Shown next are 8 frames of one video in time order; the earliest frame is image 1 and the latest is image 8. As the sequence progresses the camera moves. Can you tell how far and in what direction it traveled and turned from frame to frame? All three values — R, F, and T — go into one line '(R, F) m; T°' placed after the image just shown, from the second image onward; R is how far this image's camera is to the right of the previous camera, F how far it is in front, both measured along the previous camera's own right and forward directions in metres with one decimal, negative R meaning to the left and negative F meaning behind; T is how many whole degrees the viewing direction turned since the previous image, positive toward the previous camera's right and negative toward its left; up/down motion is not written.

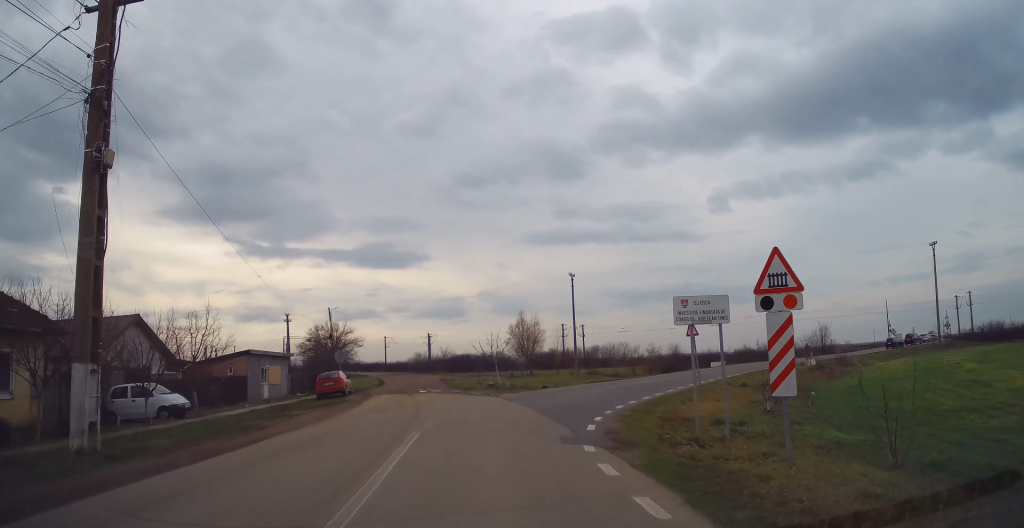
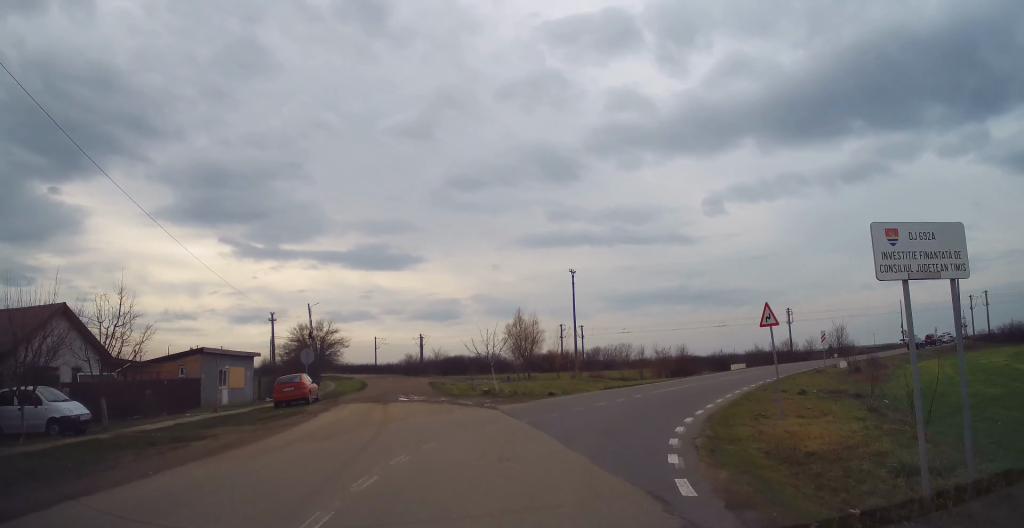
(0.0, +7.3) m; +2°
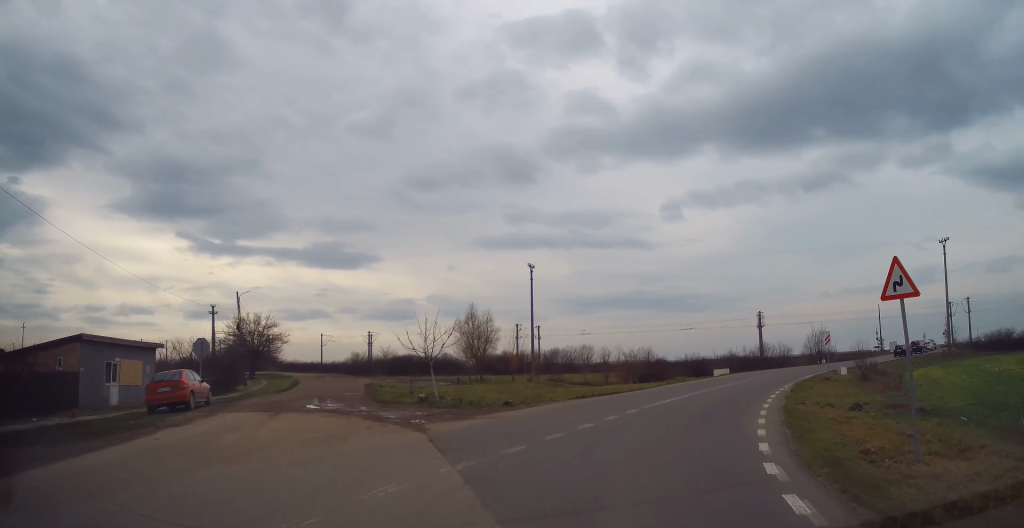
(+0.4, +8.1) m; +5°
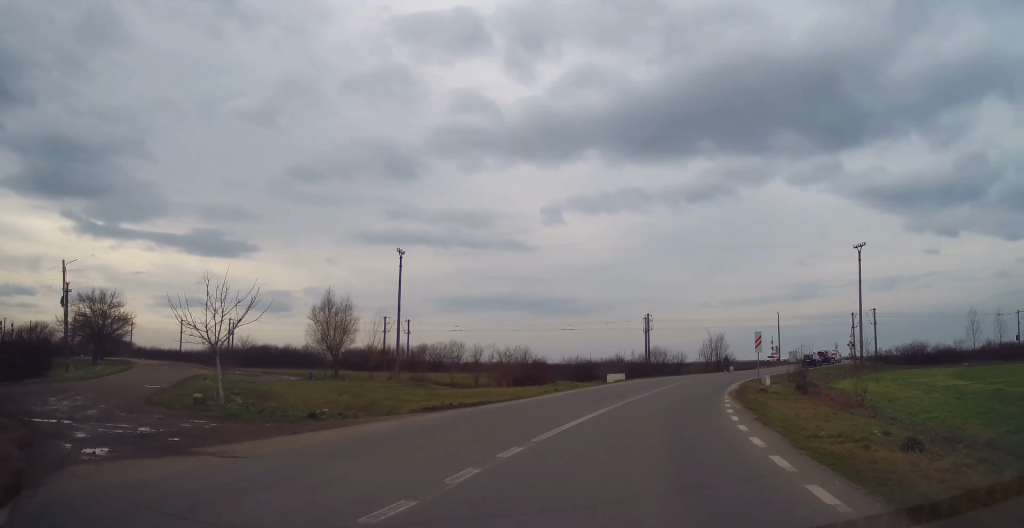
(+0.5, +8.8) m; +8°
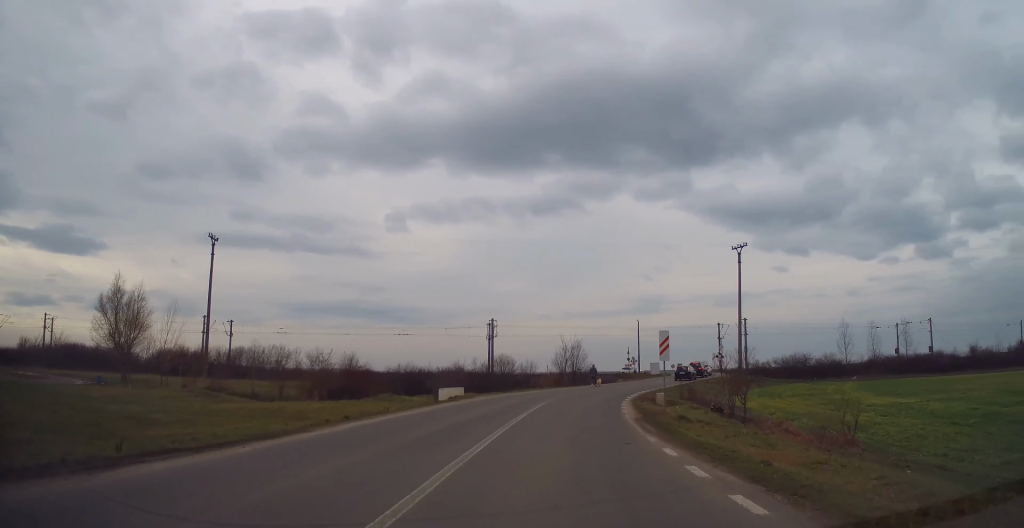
(+1.0, +10.1) m; +11°
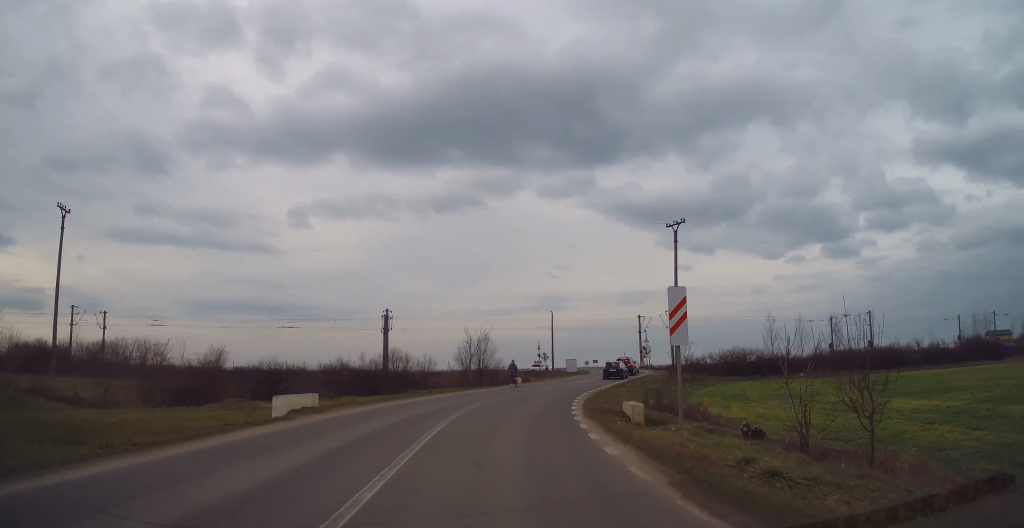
(+1.1, +11.1) m; +10°
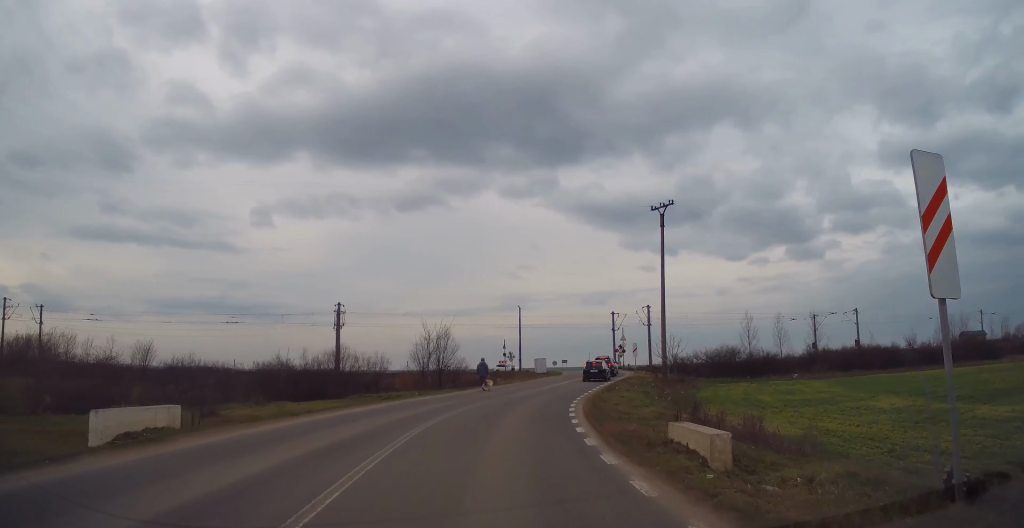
(+0.4, +7.4) m; +6°
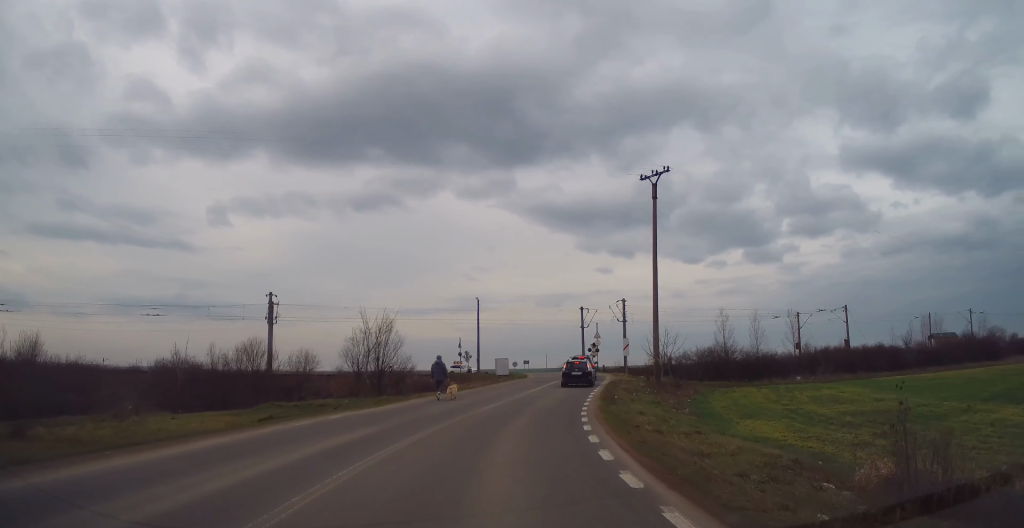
(+0.7, +10.1) m; +4°
